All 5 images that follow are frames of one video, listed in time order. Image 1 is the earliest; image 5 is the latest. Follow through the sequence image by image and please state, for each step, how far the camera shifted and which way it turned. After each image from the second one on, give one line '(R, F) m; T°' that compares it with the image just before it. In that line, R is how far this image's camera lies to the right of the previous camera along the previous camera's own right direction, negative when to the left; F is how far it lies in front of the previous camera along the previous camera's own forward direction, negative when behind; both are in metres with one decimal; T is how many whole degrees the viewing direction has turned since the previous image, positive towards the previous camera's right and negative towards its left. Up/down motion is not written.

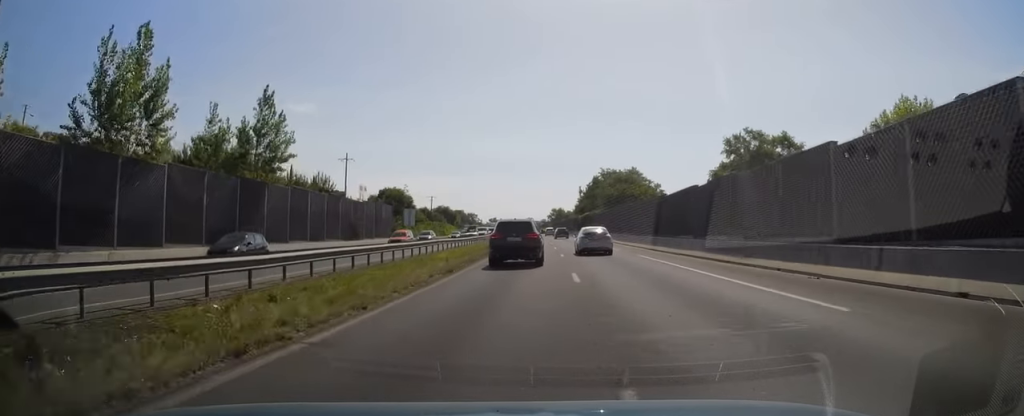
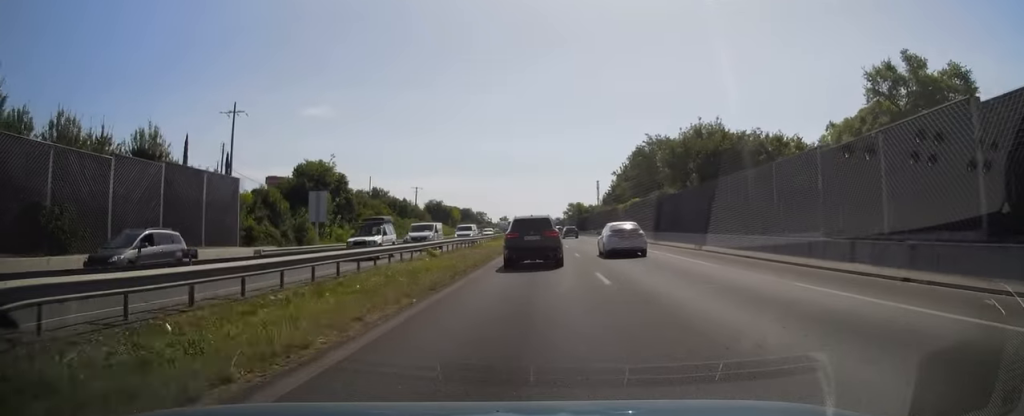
(-0.2, +42.0) m; -2°
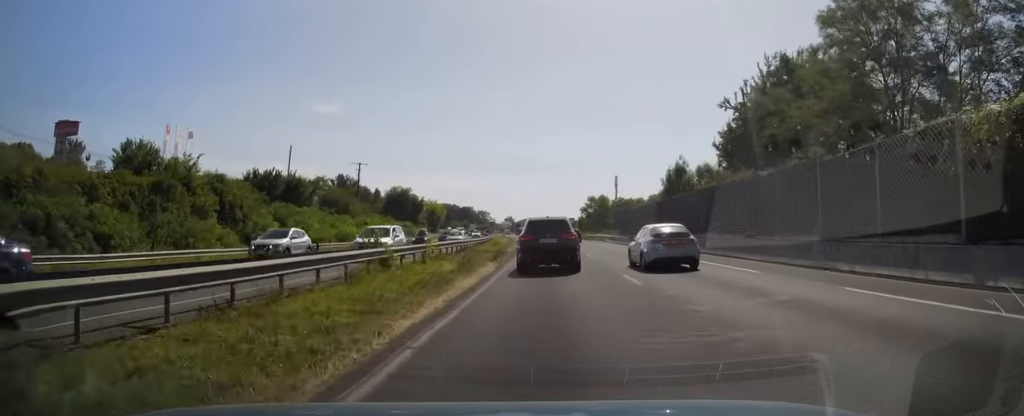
(-1.2, +55.0) m; -1°
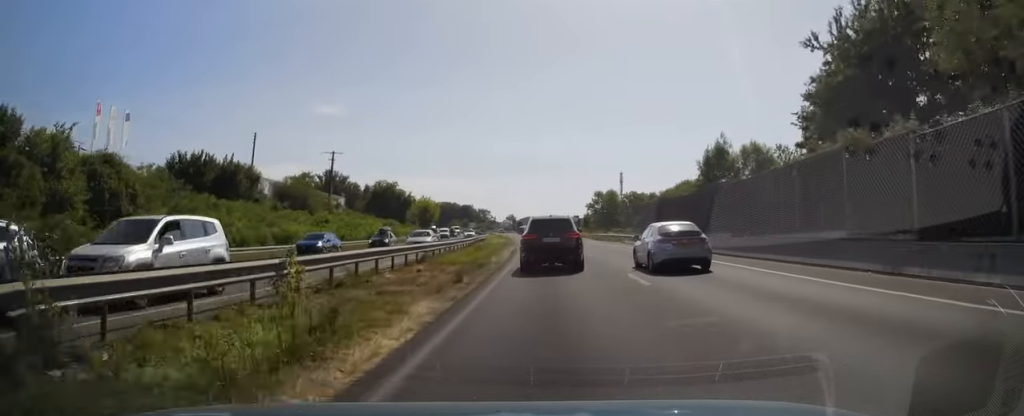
(0.0, +13.9) m; 0°
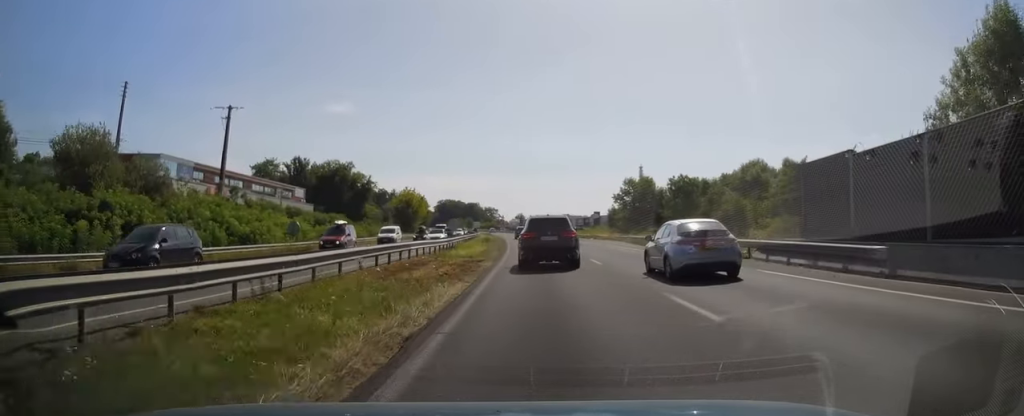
(+0.1, +33.0) m; -1°
